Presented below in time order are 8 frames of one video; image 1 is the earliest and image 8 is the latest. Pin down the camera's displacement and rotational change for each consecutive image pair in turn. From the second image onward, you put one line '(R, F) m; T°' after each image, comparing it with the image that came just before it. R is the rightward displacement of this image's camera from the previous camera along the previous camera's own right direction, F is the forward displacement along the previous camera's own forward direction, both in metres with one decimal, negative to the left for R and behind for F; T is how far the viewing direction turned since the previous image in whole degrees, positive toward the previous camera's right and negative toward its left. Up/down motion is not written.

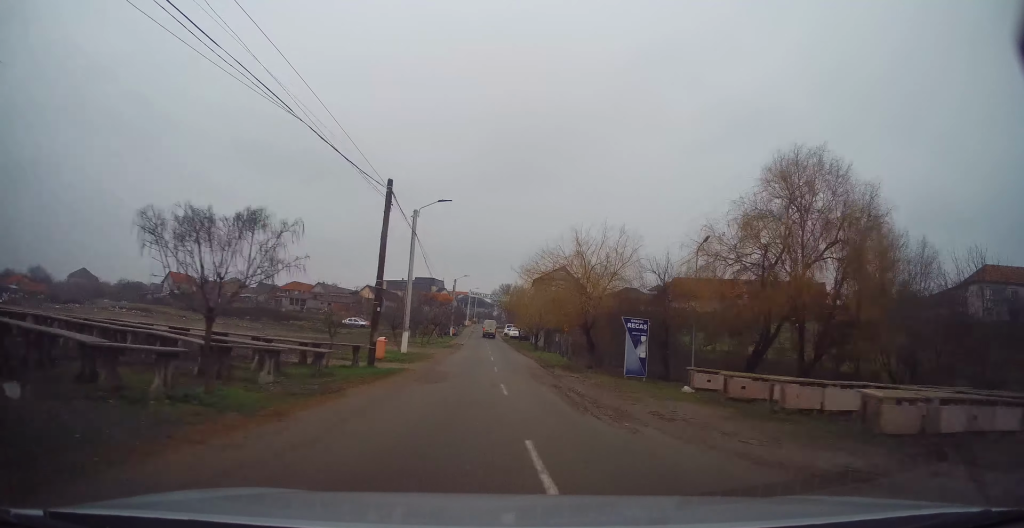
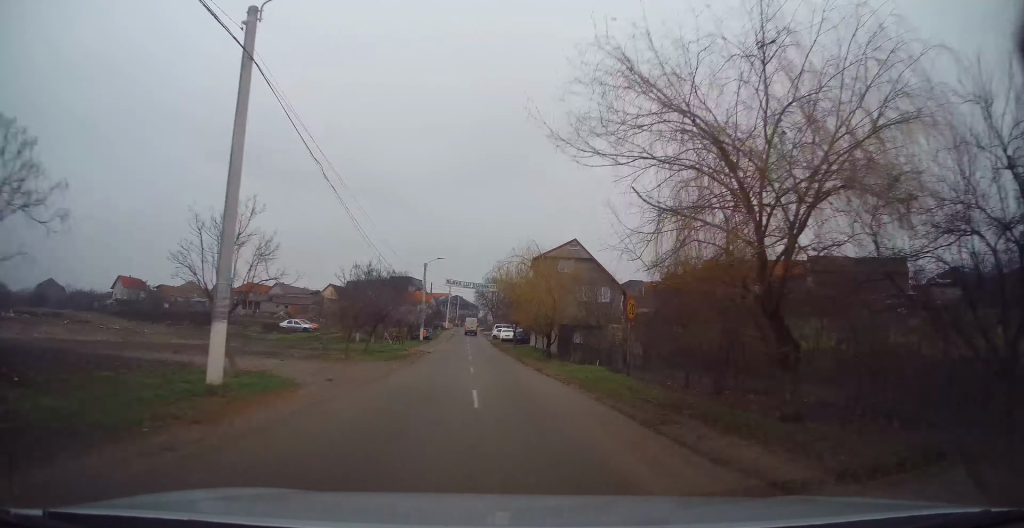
(+0.1, +20.6) m; +1°
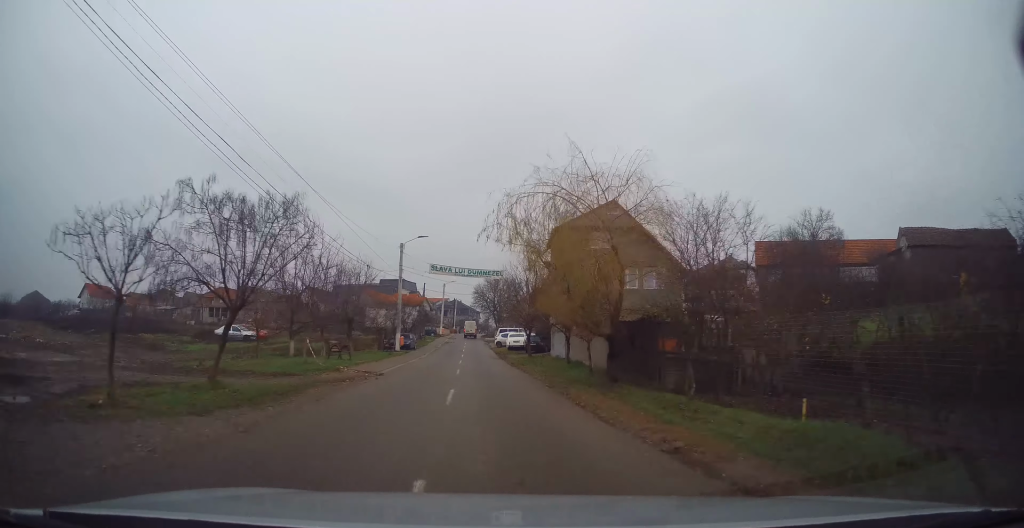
(+0.2, +16.6) m; +1°
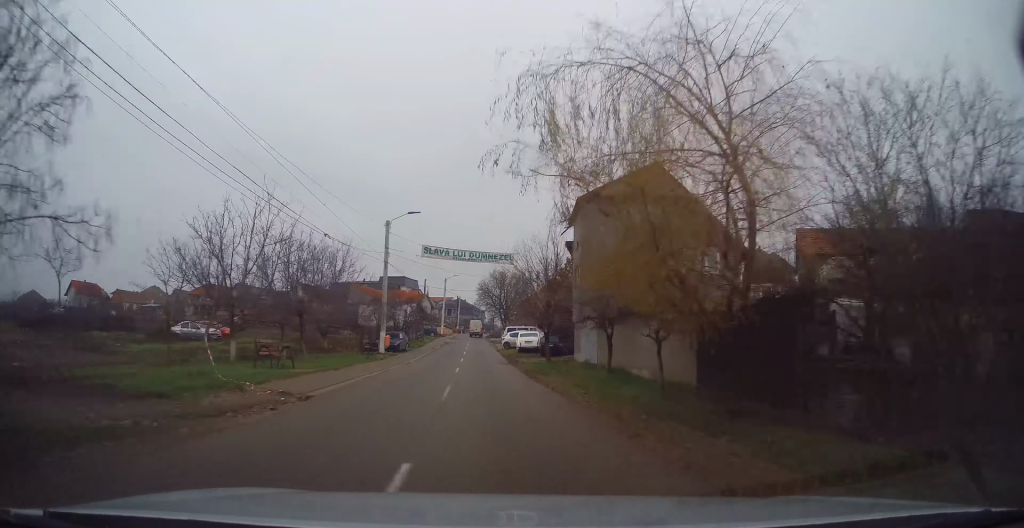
(+0.1, +8.4) m; 0°
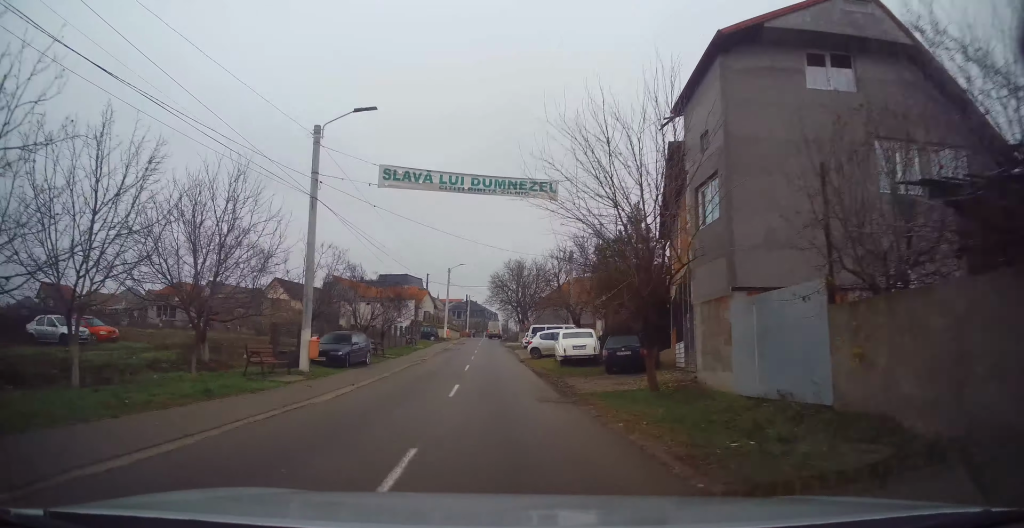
(-0.1, +17.2) m; -2°
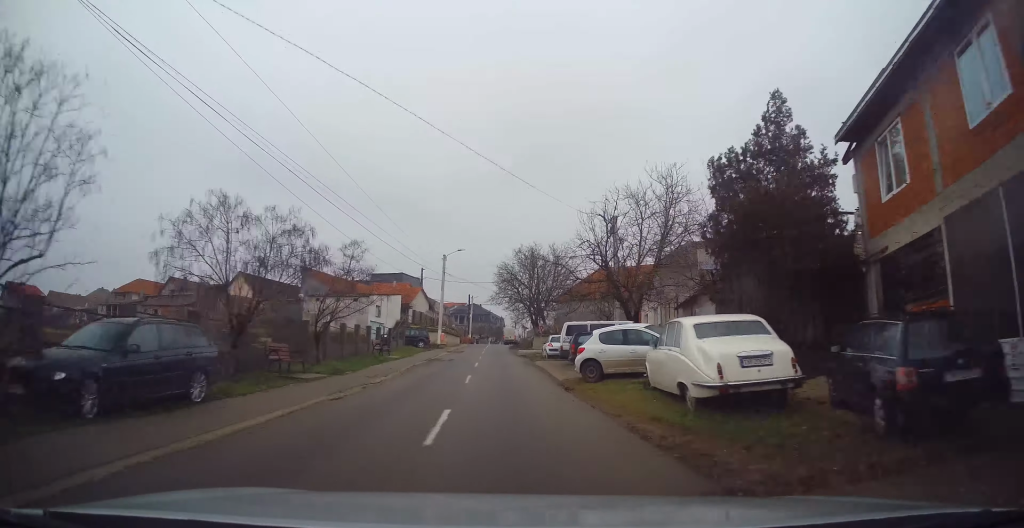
(-0.3, +14.8) m; -1°
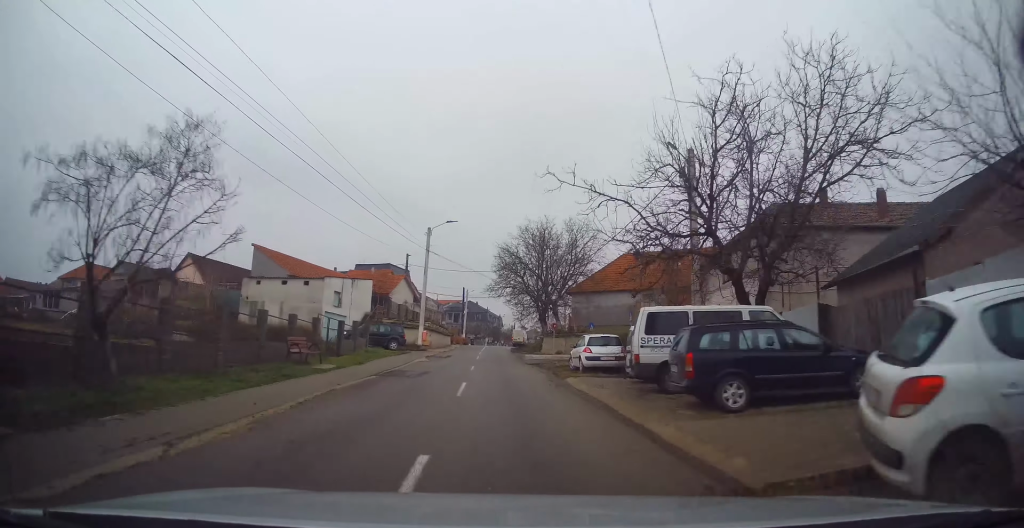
(0.0, +12.5) m; +1°
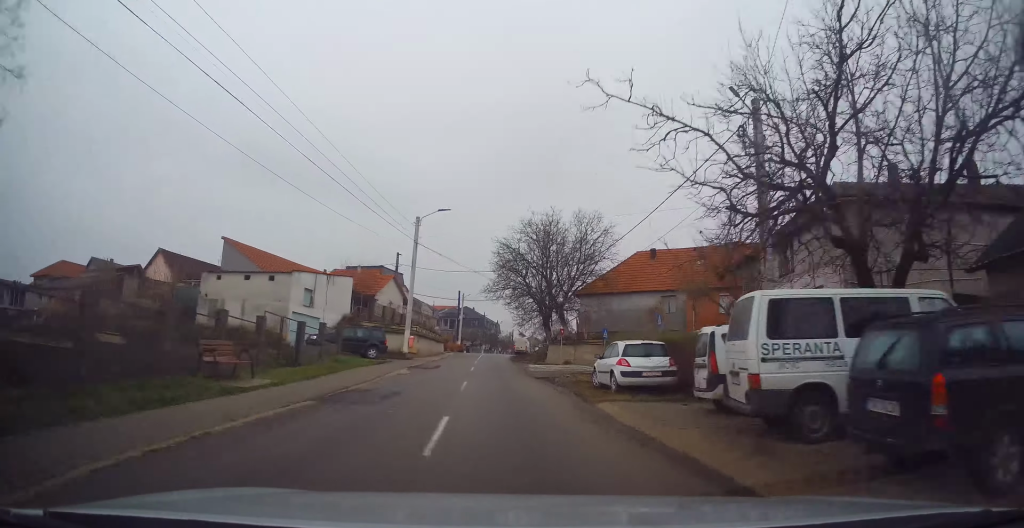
(+0.1, +5.5) m; +1°
